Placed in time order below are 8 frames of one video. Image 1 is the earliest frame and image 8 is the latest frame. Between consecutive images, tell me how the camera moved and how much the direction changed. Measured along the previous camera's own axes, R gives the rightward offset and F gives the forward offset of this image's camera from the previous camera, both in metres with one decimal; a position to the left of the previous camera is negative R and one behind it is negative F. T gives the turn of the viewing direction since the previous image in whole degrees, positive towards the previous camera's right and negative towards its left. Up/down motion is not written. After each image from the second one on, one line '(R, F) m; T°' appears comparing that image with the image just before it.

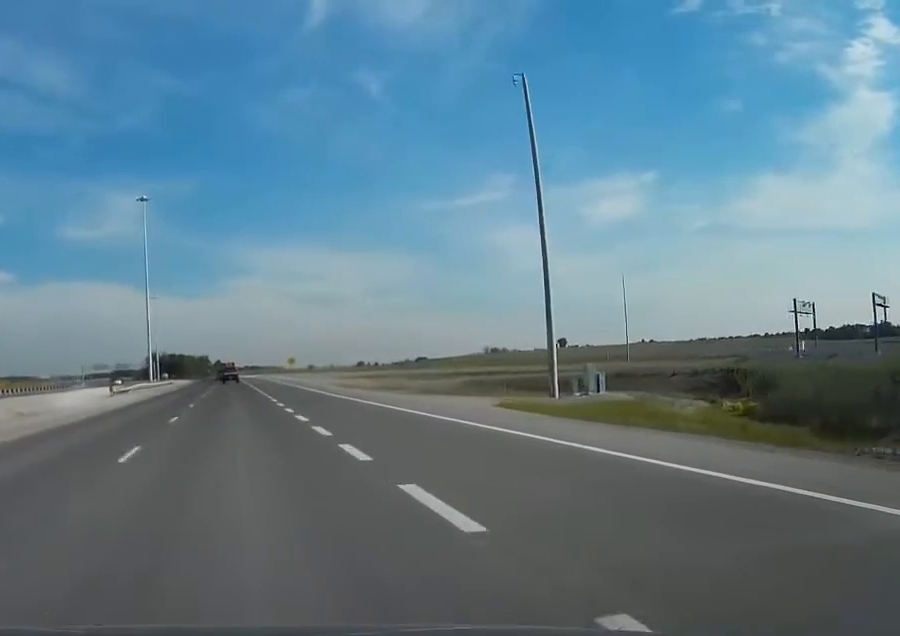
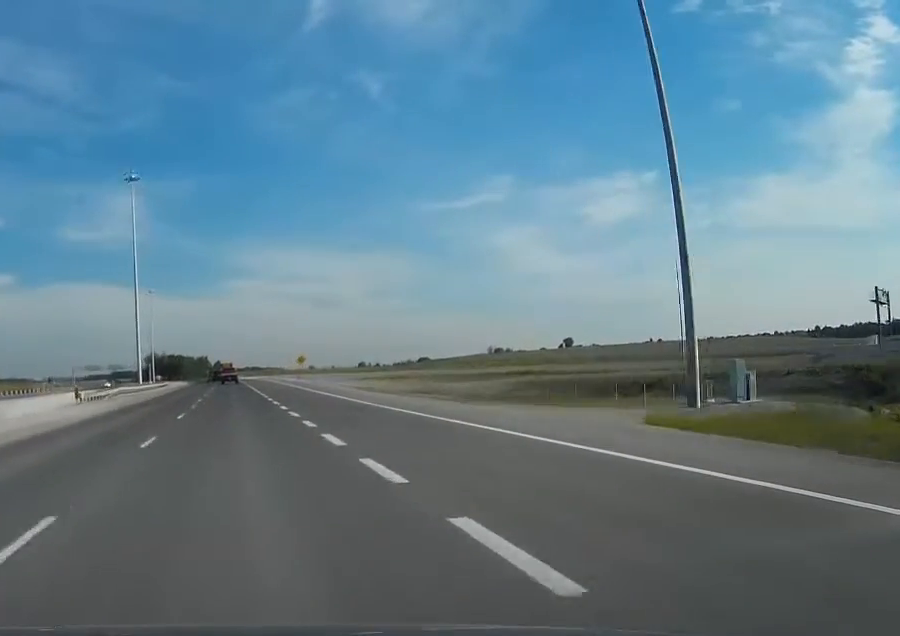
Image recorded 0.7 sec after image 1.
(0.0, +20.4) m; 0°
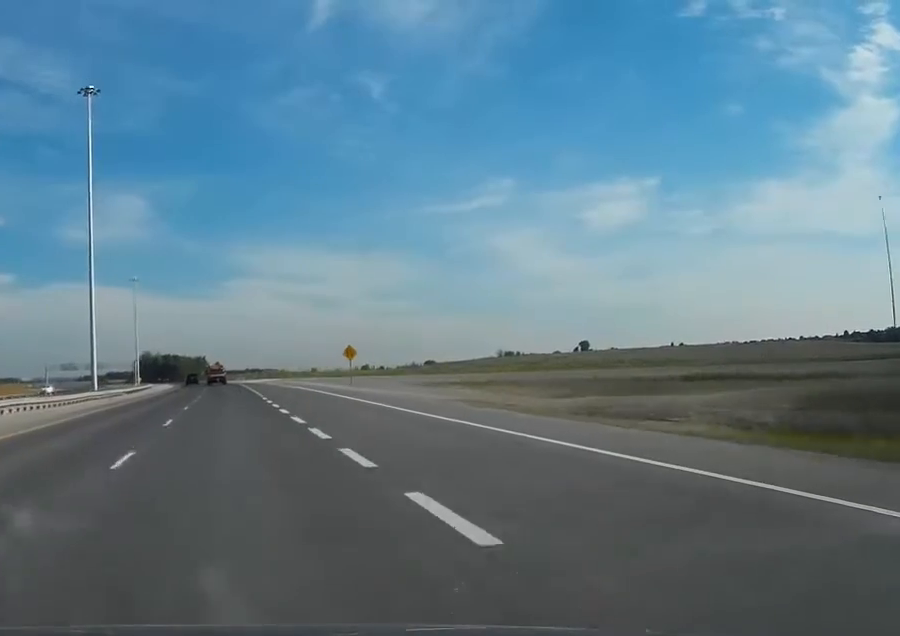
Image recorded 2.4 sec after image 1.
(0.0, +51.7) m; 0°
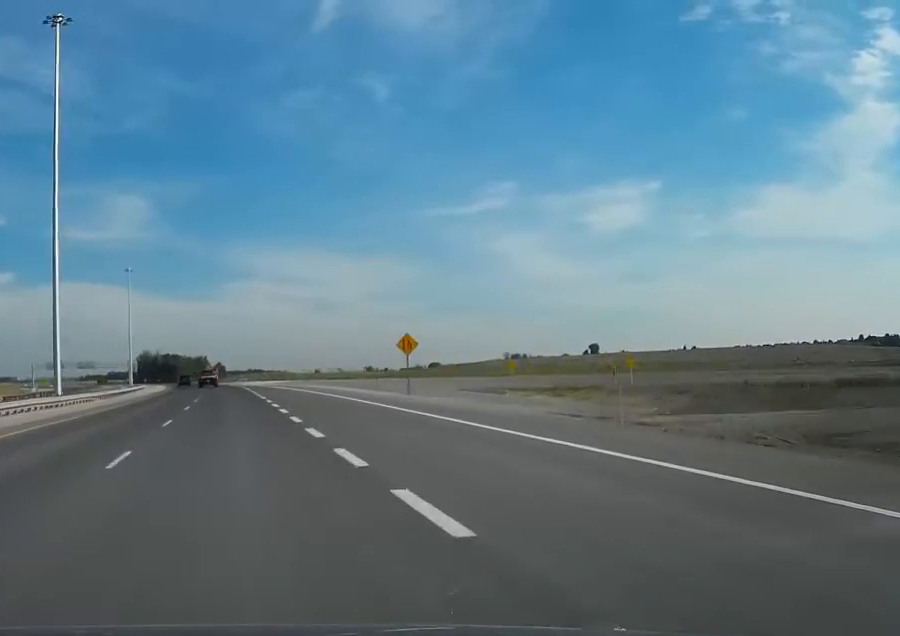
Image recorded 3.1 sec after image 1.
(-0.1, +23.2) m; 0°
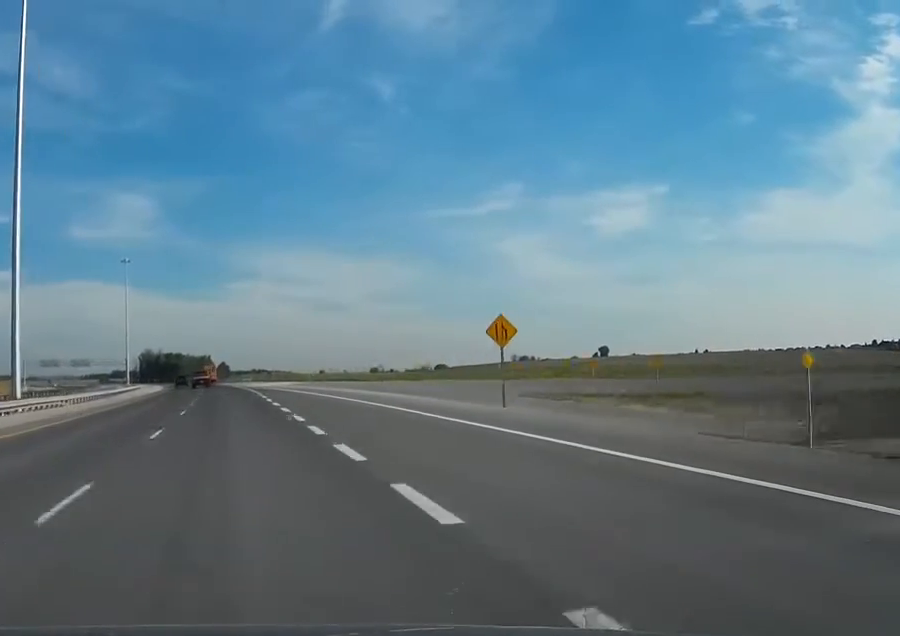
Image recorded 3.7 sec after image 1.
(-0.1, +17.1) m; 0°
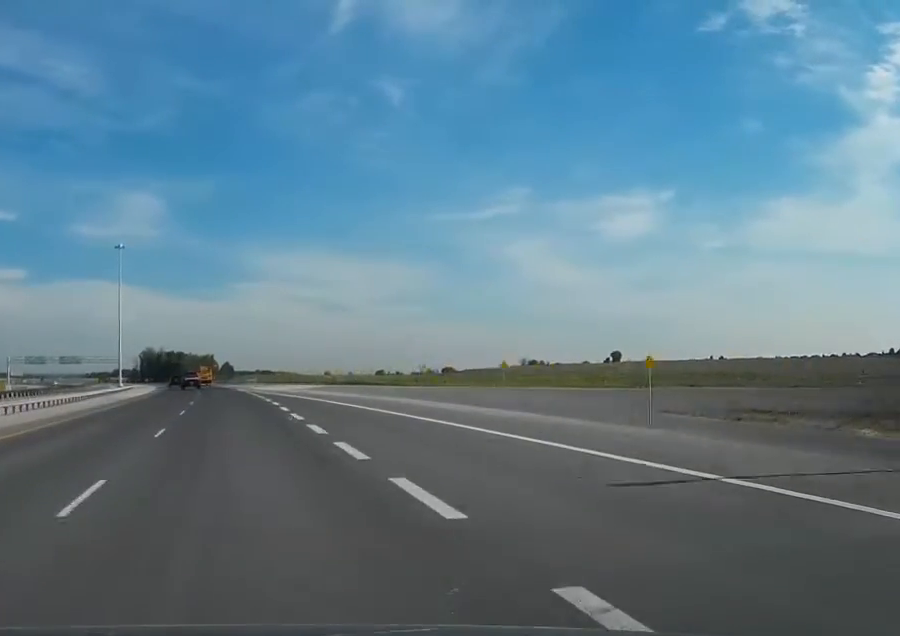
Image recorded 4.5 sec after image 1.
(0.0, +23.1) m; 0°
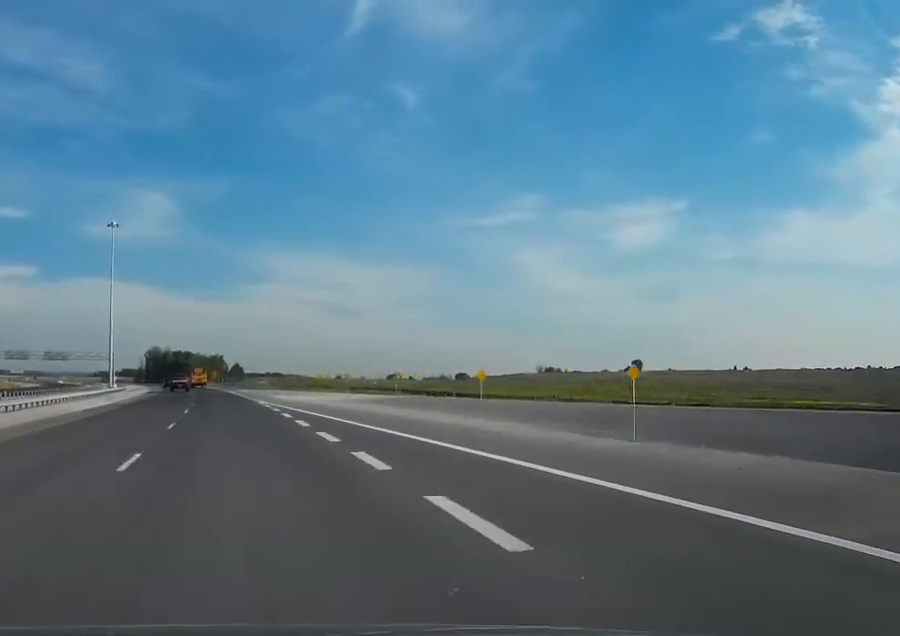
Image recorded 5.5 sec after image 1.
(-0.2, +31.2) m; -1°
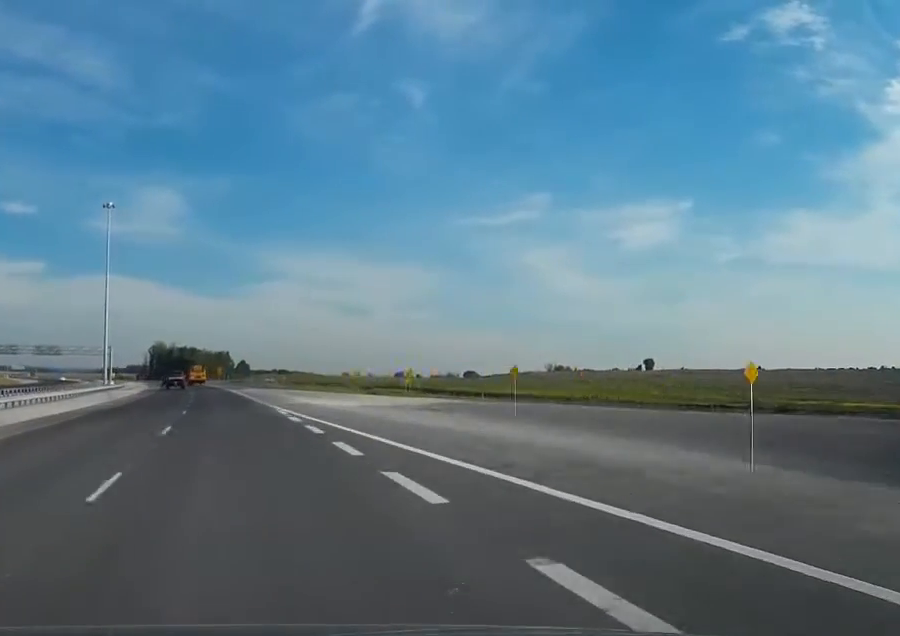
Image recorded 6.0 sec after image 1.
(-0.1, +15.1) m; 0°
